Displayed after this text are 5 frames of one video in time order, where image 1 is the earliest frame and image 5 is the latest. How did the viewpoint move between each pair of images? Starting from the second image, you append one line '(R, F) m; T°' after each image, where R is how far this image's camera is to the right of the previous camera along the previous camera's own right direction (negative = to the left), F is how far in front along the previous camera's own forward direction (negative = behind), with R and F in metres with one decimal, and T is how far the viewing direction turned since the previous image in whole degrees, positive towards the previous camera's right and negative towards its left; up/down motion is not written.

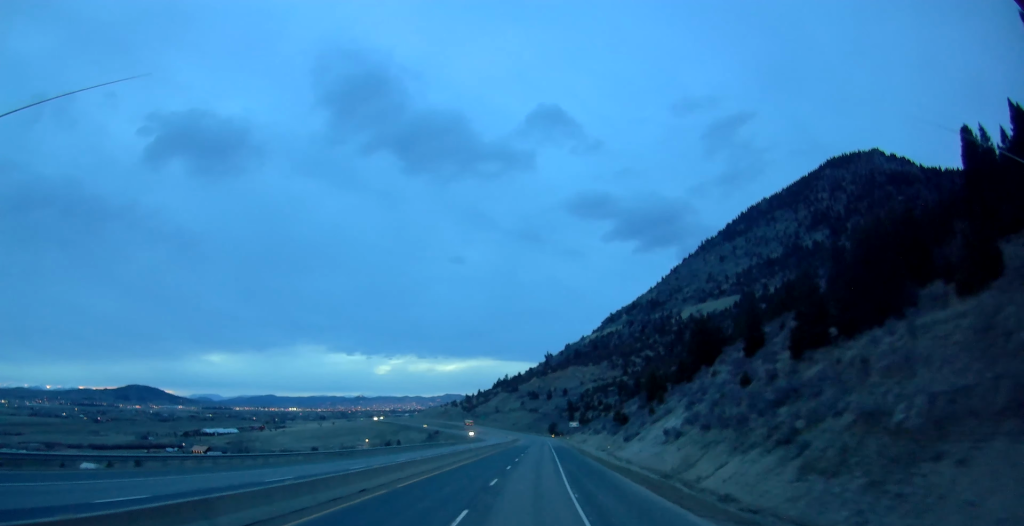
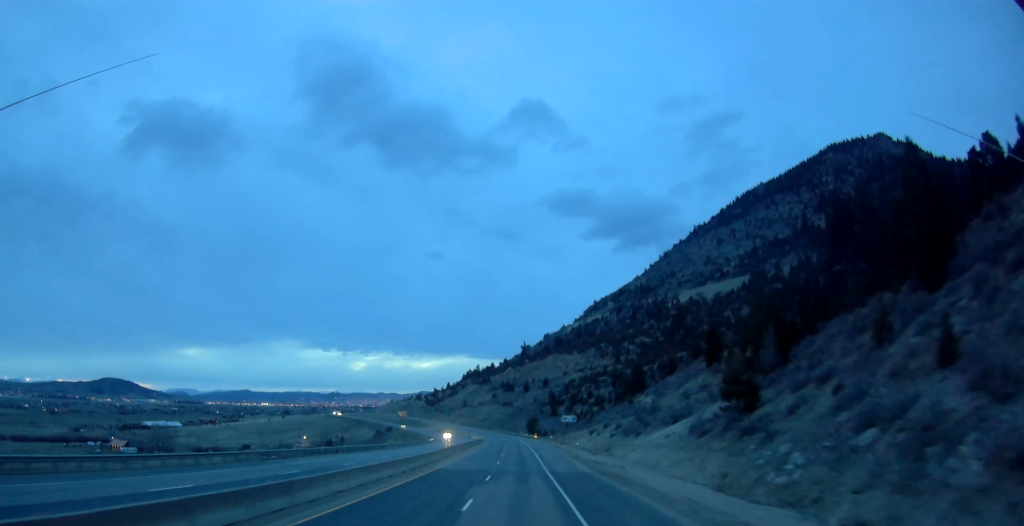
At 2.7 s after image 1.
(+3.4, +82.4) m; +3°
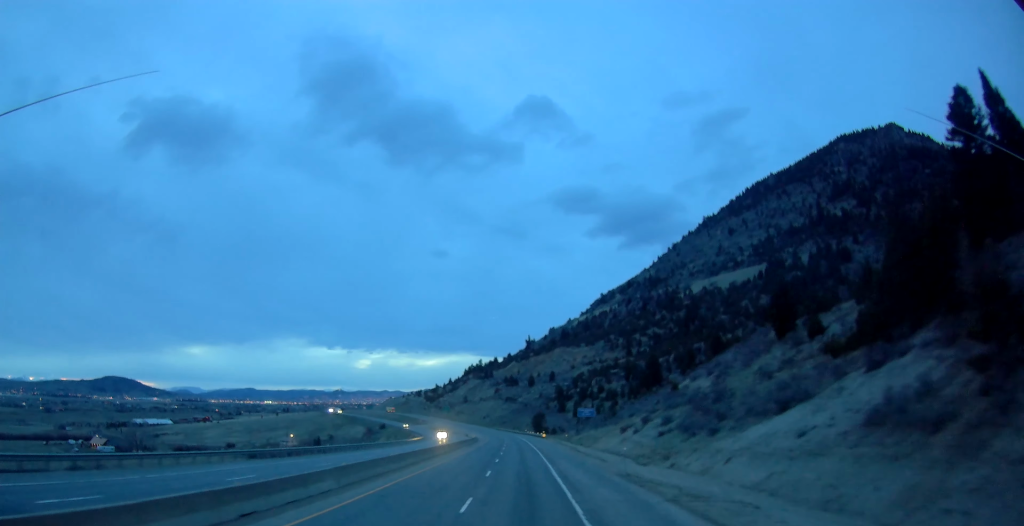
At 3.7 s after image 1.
(+0.2, +29.3) m; +1°
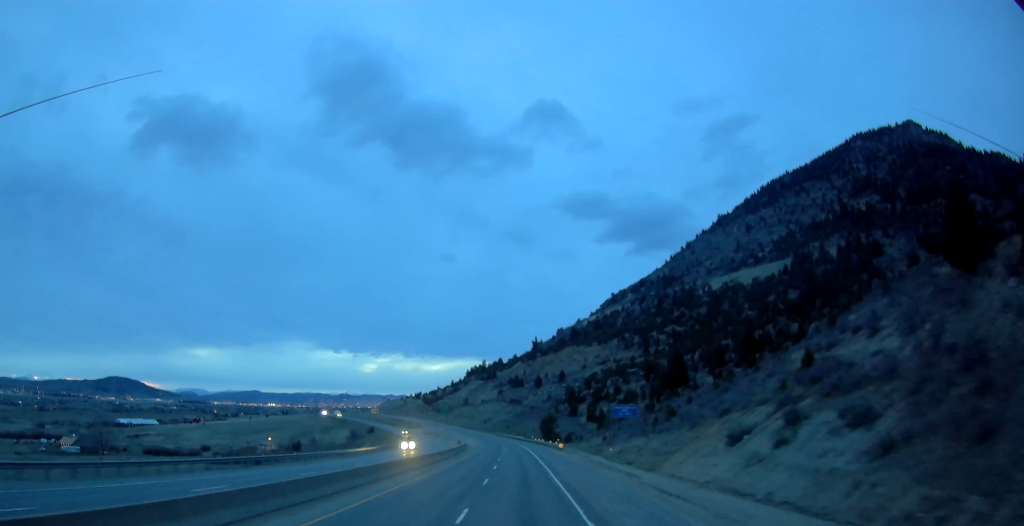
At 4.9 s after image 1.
(+0.4, +38.3) m; +1°
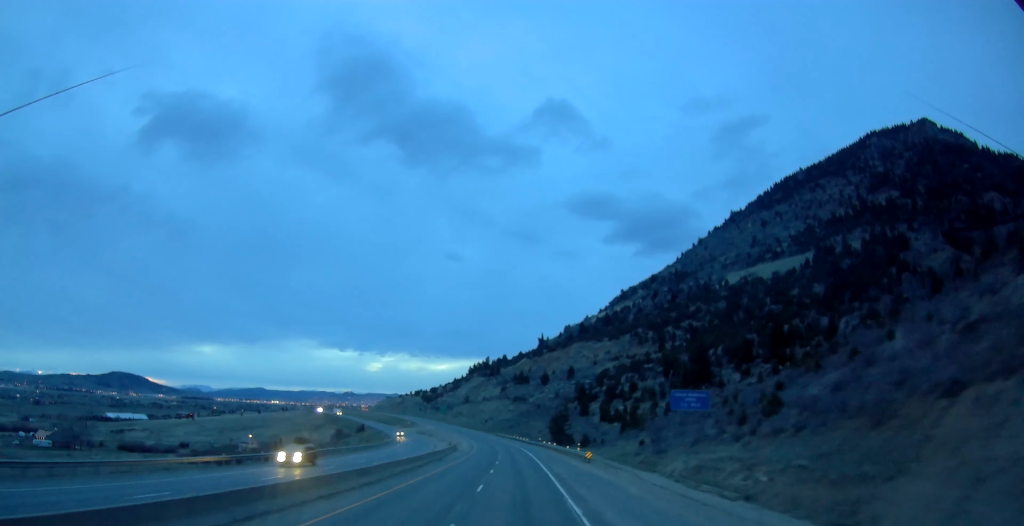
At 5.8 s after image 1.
(+0.1, +28.3) m; -1°
